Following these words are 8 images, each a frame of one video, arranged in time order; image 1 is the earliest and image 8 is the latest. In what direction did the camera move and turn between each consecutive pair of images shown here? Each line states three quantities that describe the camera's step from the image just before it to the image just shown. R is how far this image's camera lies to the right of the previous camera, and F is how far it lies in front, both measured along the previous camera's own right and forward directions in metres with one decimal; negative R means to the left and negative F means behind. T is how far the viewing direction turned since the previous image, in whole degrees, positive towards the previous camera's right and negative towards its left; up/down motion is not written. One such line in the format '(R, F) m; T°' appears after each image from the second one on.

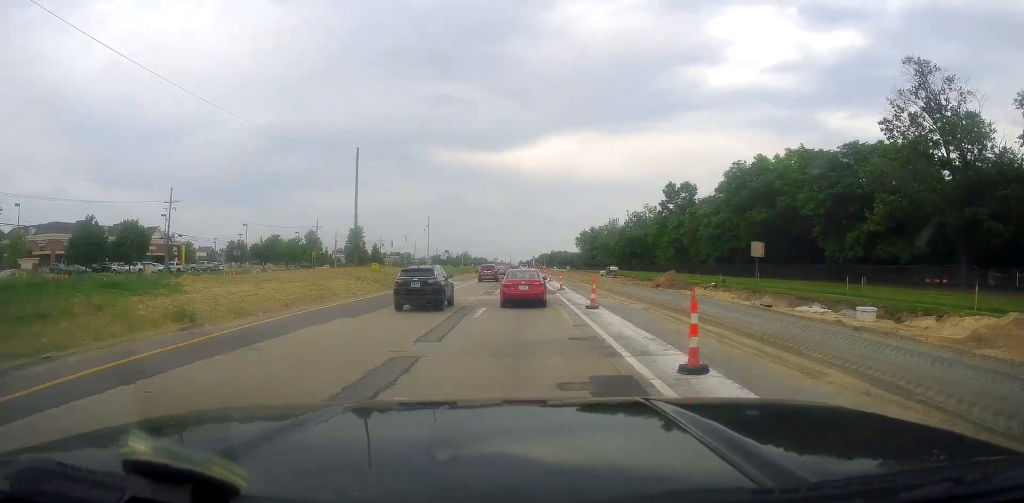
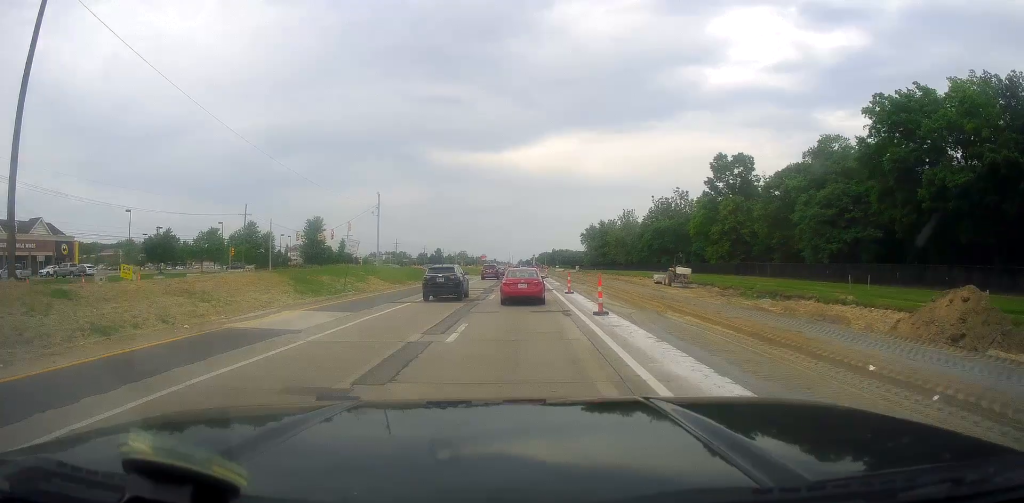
(+1.4, +36.3) m; +2°
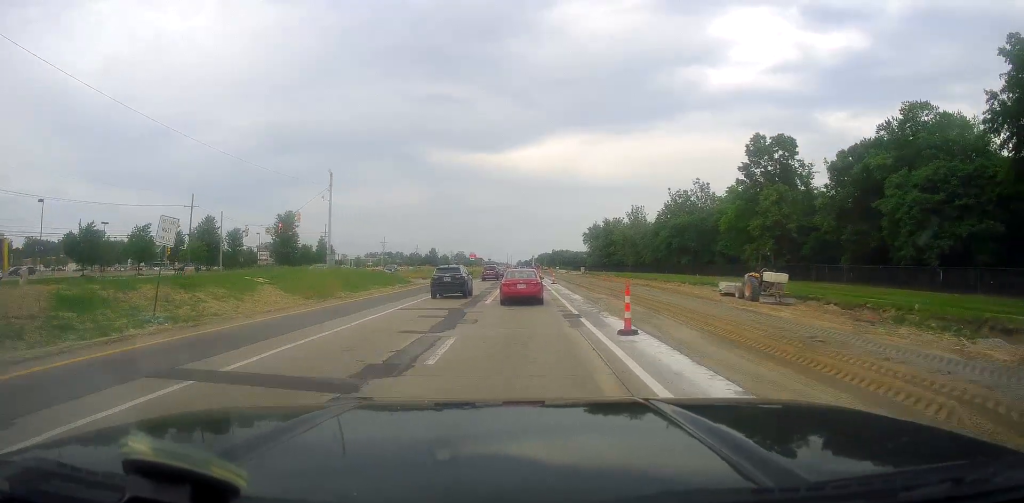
(-0.2, +17.5) m; -2°
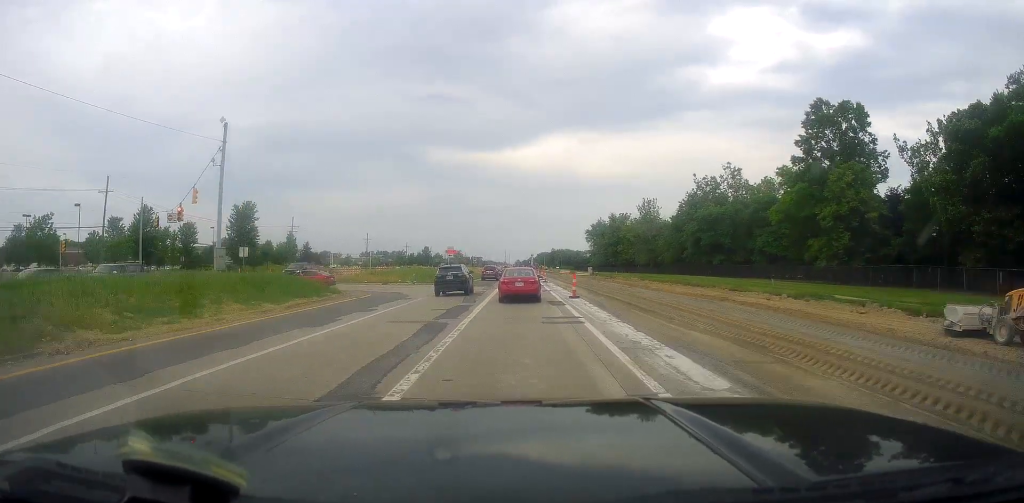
(-0.4, +20.1) m; +1°
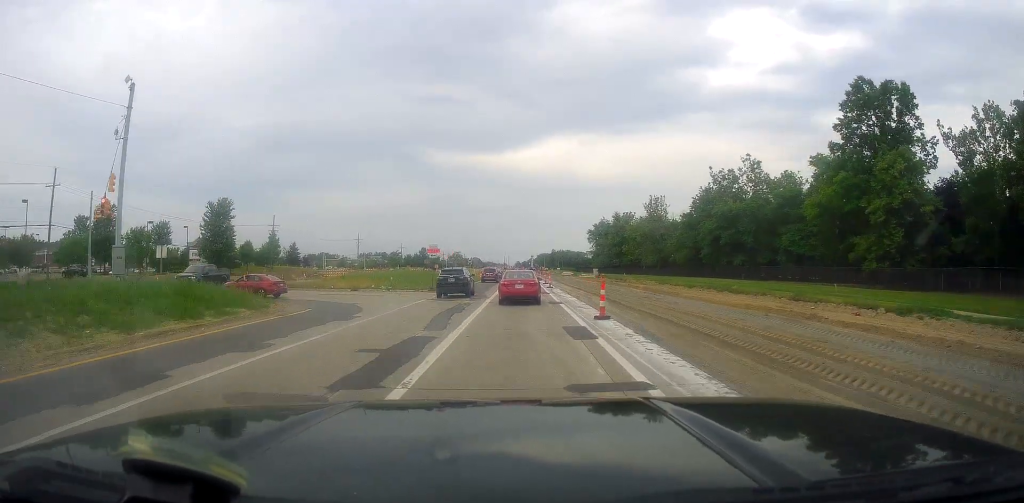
(+0.3, +9.7) m; +1°
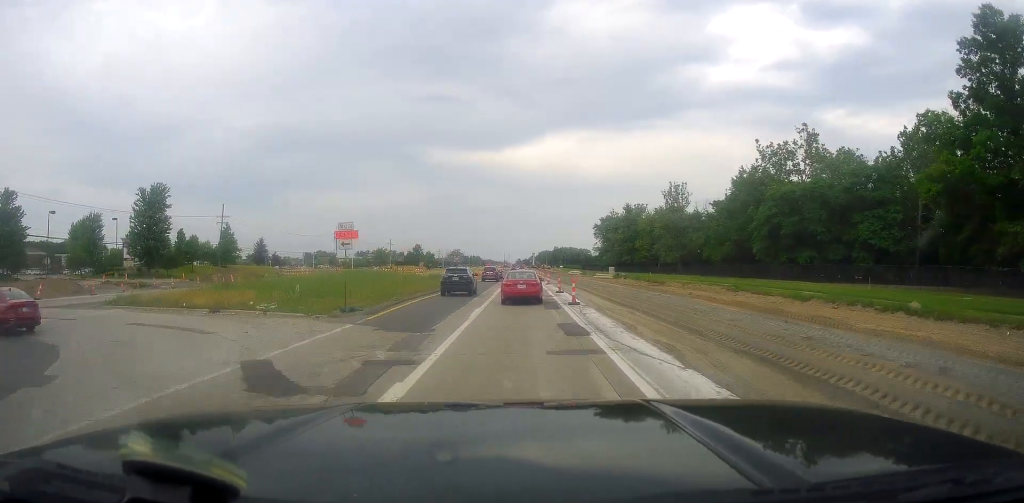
(+0.2, +20.9) m; +1°
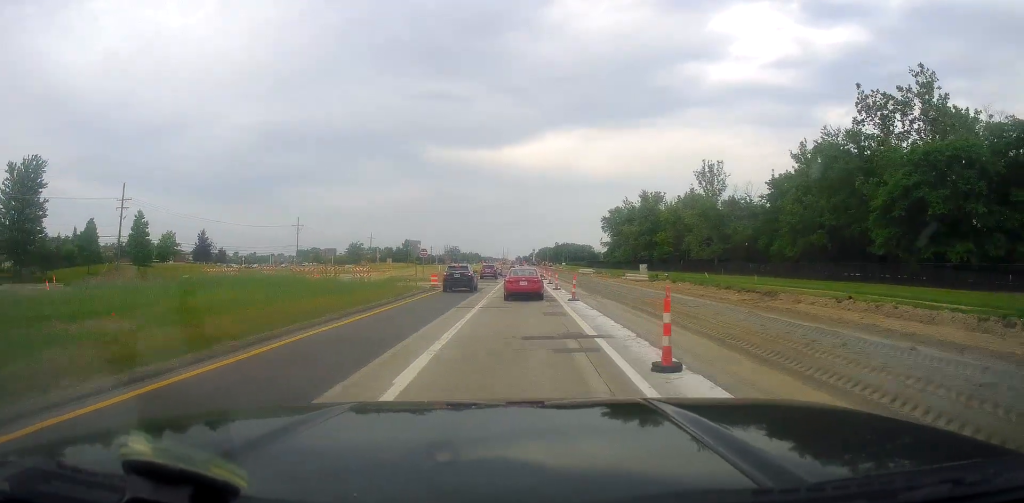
(-0.2, +26.9) m; -1°
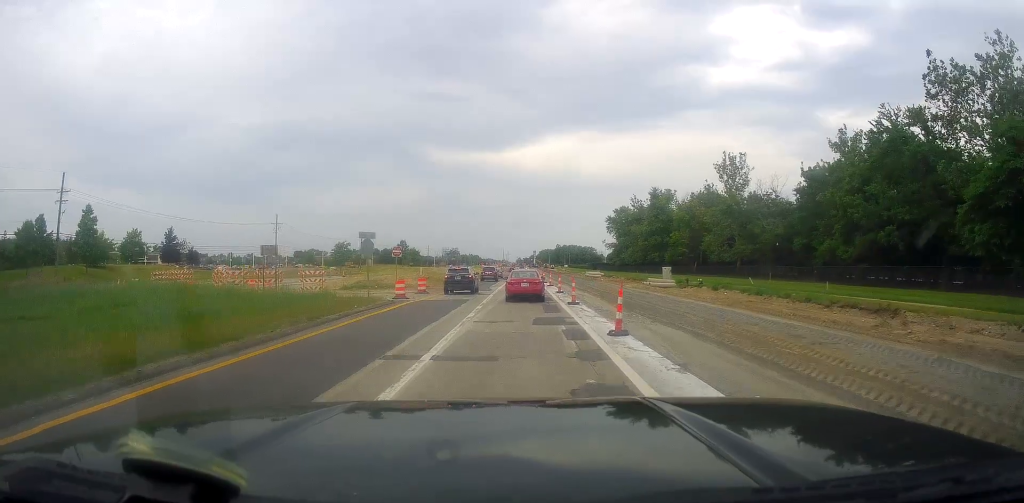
(-0.2, +11.9) m; 0°
